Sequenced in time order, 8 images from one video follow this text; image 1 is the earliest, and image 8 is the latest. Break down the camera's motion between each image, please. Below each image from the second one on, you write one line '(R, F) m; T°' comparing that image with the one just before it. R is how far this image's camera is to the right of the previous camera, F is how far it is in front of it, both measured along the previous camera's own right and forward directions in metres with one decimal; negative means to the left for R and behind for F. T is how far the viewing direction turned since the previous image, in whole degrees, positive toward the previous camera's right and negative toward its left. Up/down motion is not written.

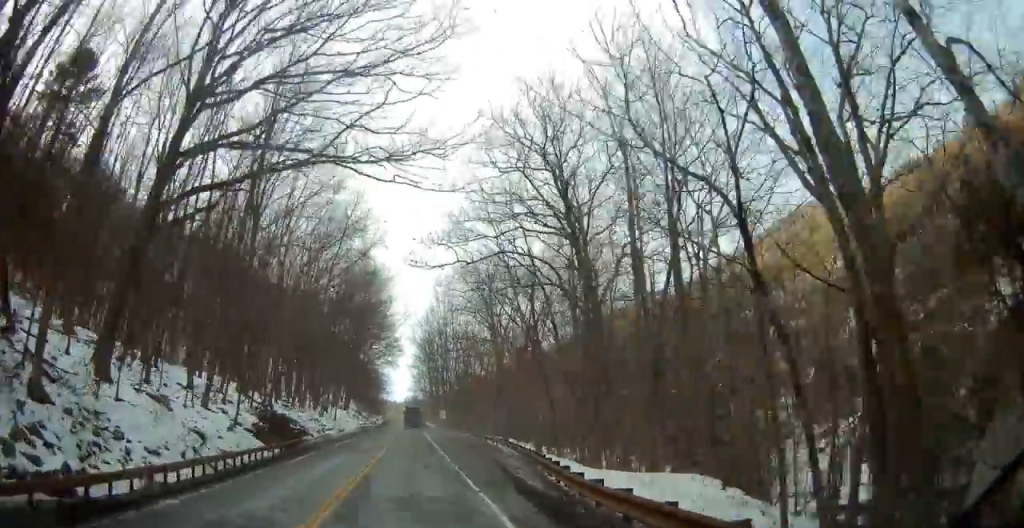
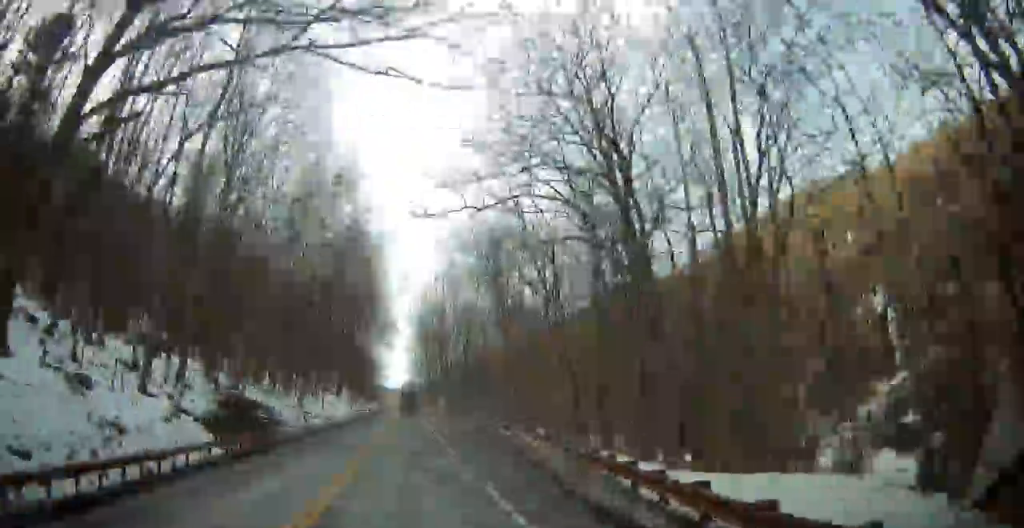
(-0.1, +7.4) m; +1°
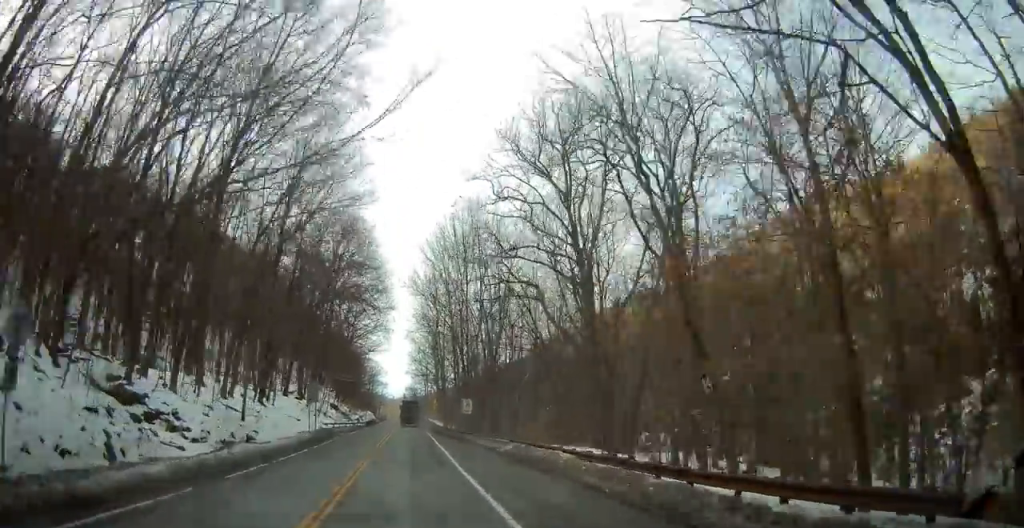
(+0.1, +28.4) m; -2°
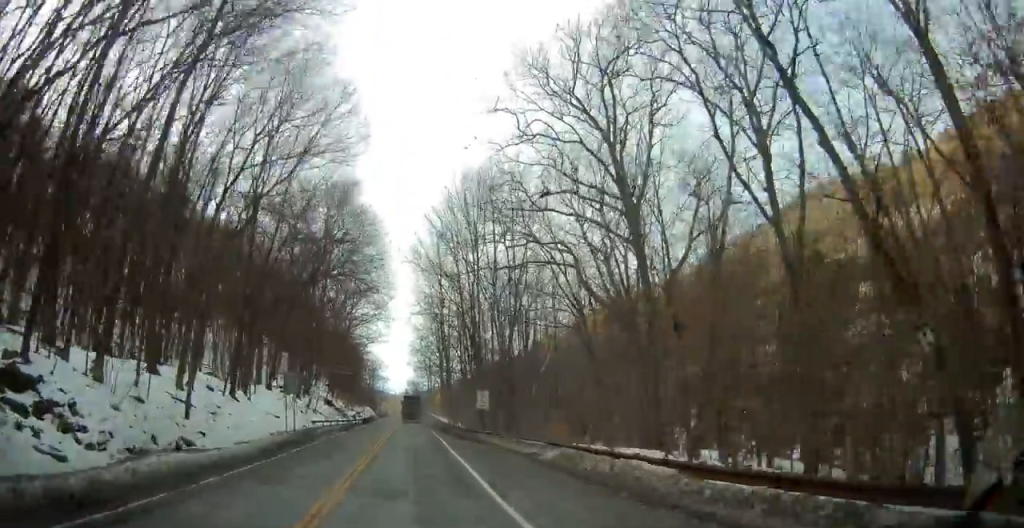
(-0.2, +8.0) m; -1°
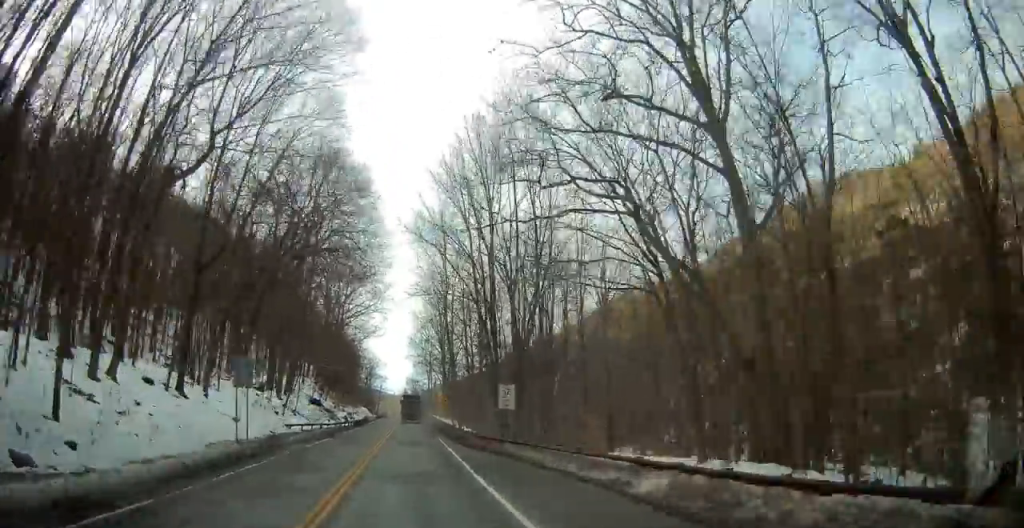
(-0.1, +9.1) m; 0°
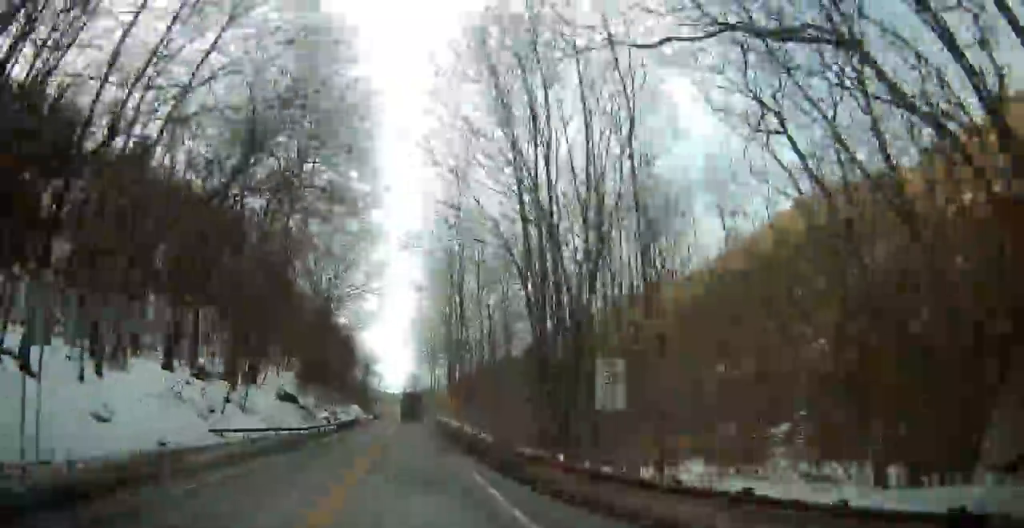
(0.0, +14.2) m; 0°
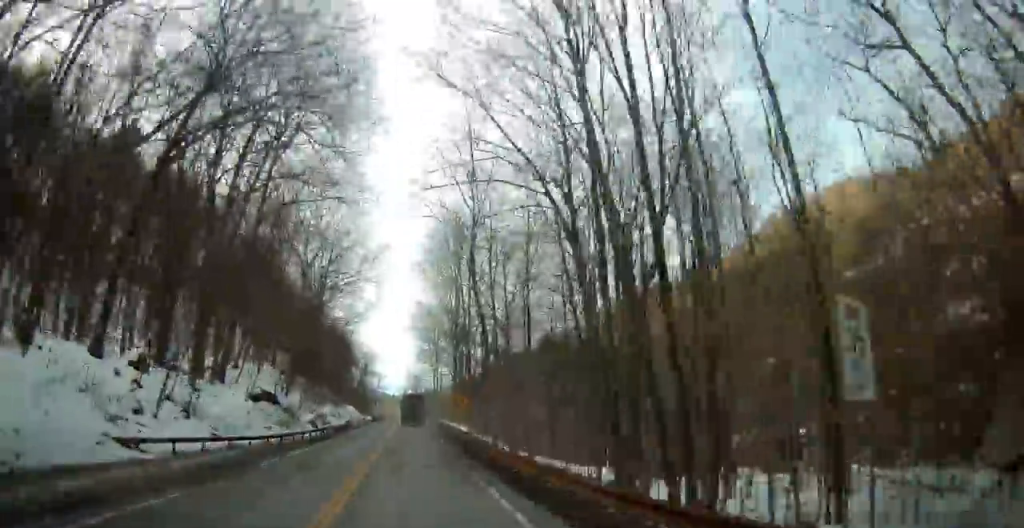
(0.0, +8.5) m; 0°
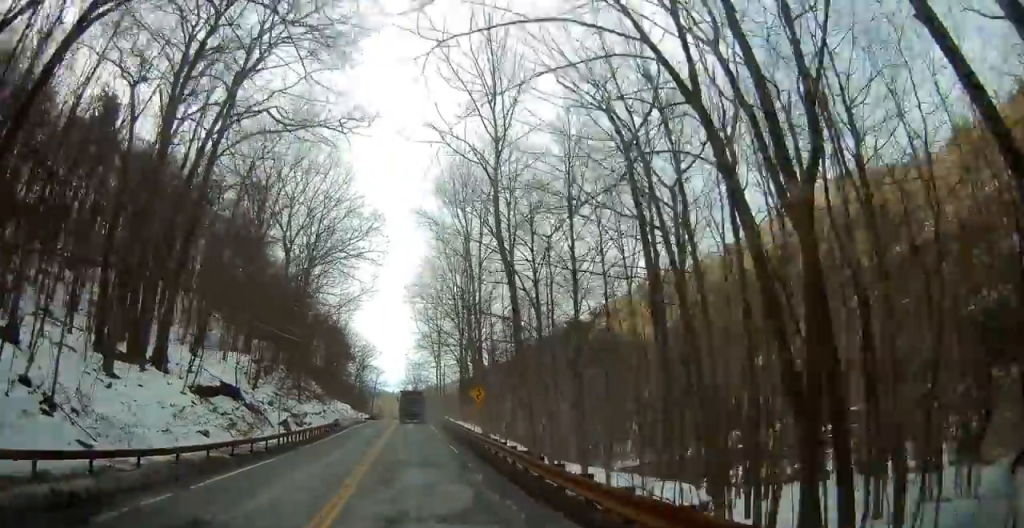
(+0.1, +10.2) m; 0°
